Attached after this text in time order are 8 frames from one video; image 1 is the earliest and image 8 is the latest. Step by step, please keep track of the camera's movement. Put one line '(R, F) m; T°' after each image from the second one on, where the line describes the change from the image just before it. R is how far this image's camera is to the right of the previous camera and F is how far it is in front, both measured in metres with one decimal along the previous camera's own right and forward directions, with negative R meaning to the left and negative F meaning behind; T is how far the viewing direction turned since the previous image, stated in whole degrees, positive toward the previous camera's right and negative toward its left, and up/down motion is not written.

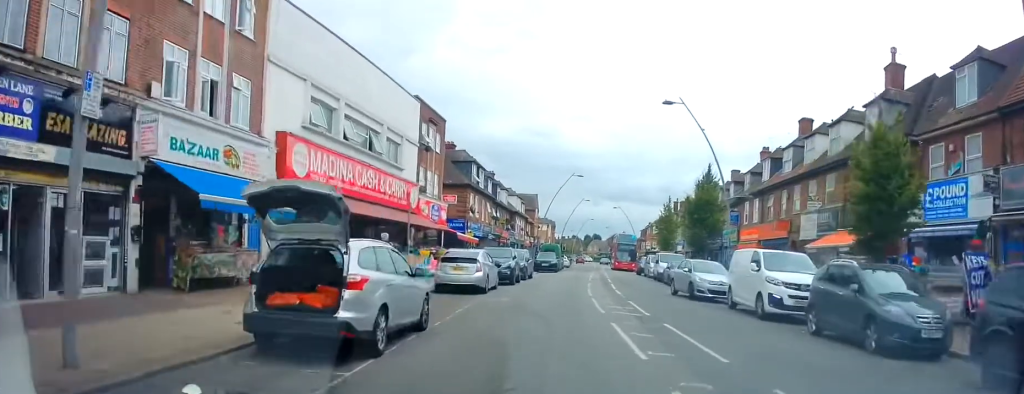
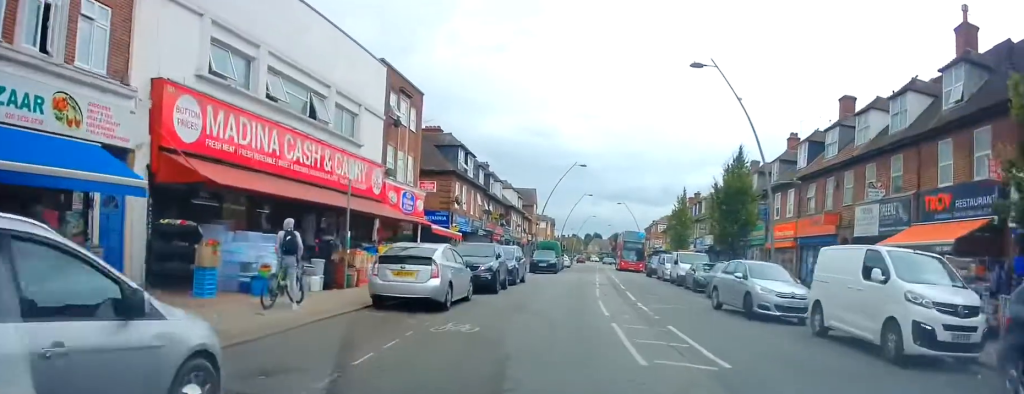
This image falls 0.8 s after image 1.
(0.0, +6.5) m; 0°
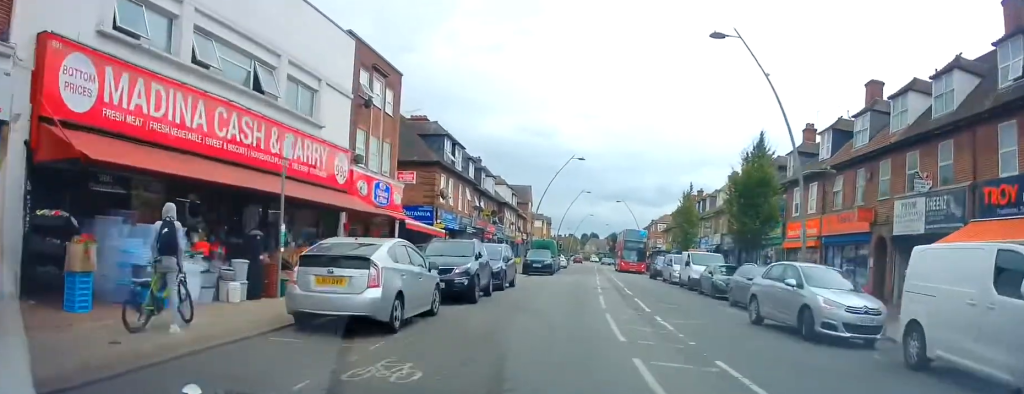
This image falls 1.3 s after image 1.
(0.0, +3.8) m; 0°
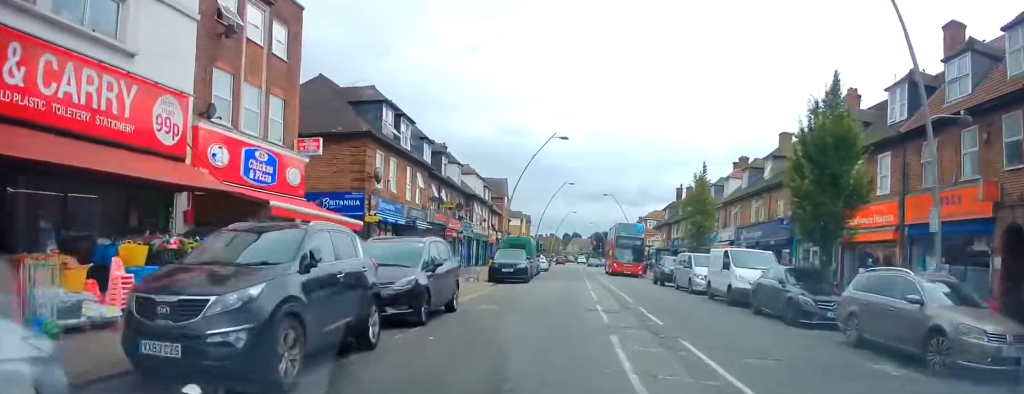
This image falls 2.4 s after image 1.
(0.0, +9.6) m; -1°
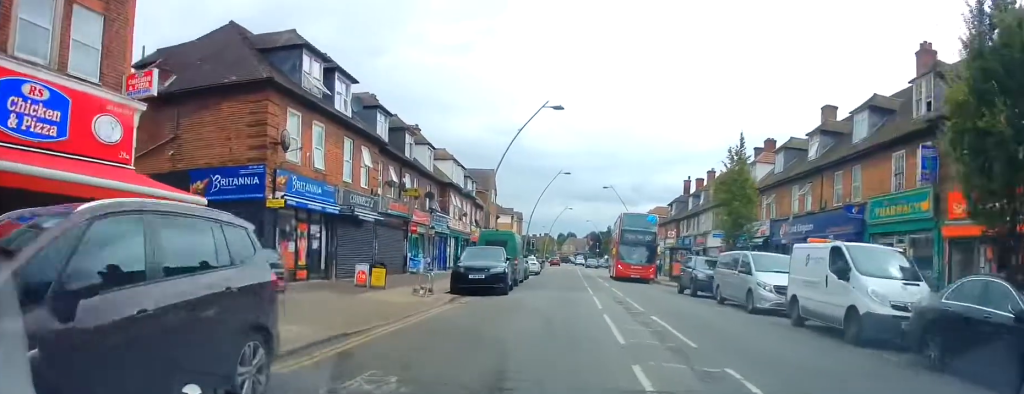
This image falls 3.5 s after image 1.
(-0.2, +9.0) m; -2°
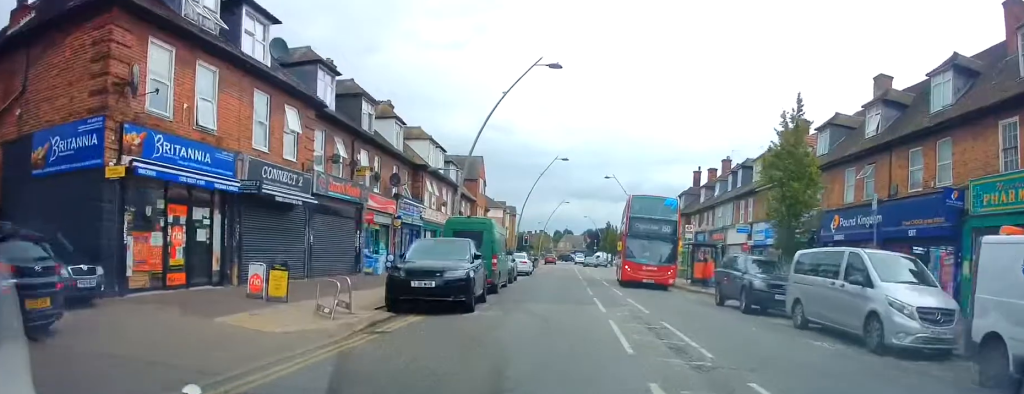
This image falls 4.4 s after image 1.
(-0.2, +7.2) m; +2°
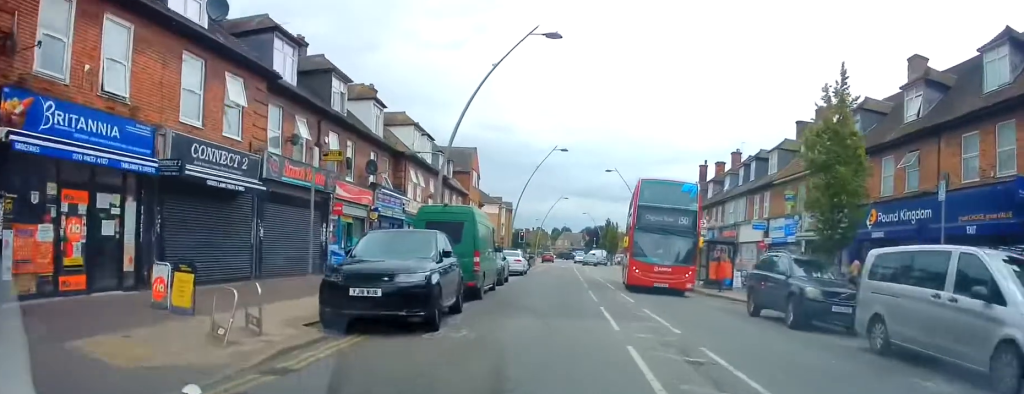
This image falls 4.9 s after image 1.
(+0.2, +3.7) m; +2°
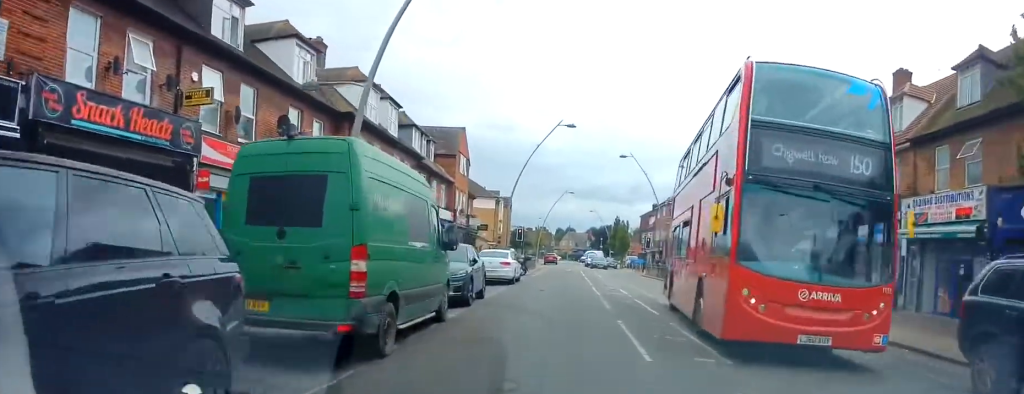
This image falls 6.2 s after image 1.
(+0.2, +9.6) m; -1°
